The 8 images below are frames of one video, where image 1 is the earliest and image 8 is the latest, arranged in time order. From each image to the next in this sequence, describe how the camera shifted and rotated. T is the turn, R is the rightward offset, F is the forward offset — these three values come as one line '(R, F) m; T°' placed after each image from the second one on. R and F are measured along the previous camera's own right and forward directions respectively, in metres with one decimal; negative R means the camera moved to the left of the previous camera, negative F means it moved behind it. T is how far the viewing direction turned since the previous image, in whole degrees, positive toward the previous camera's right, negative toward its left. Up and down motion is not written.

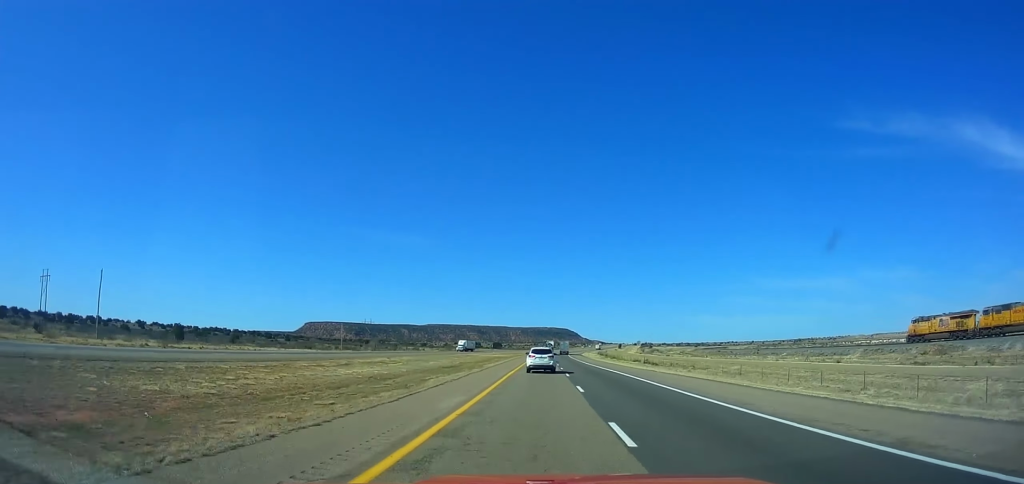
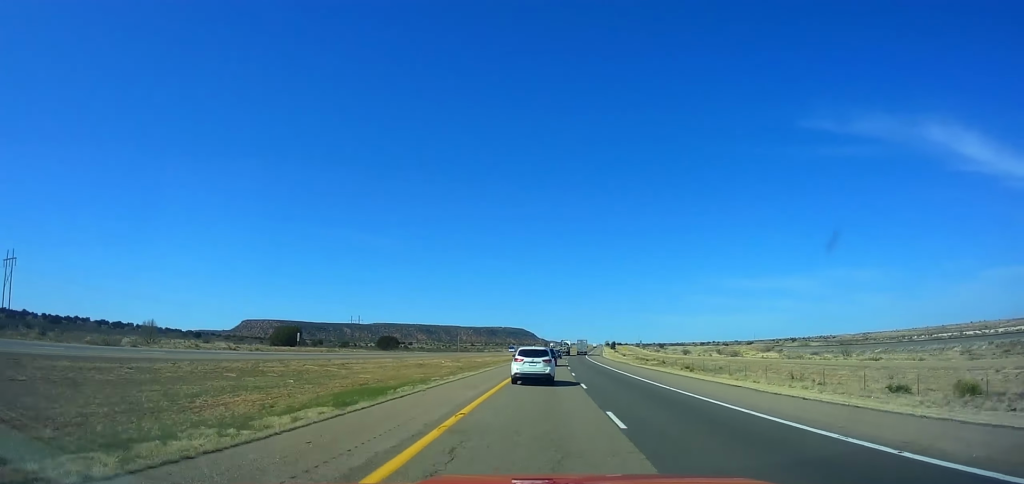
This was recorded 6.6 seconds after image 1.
(+4.3, +216.1) m; +4°
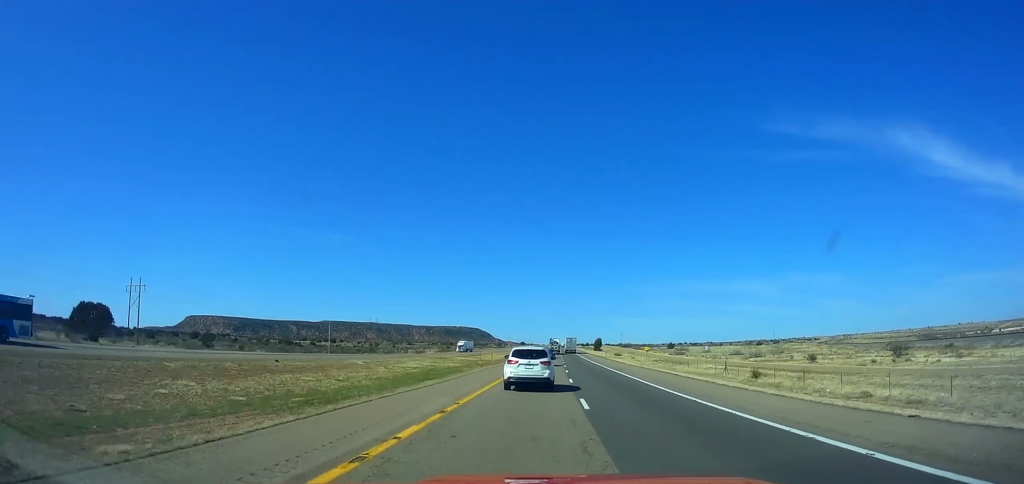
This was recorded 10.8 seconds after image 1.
(+5.5, +130.6) m; +4°
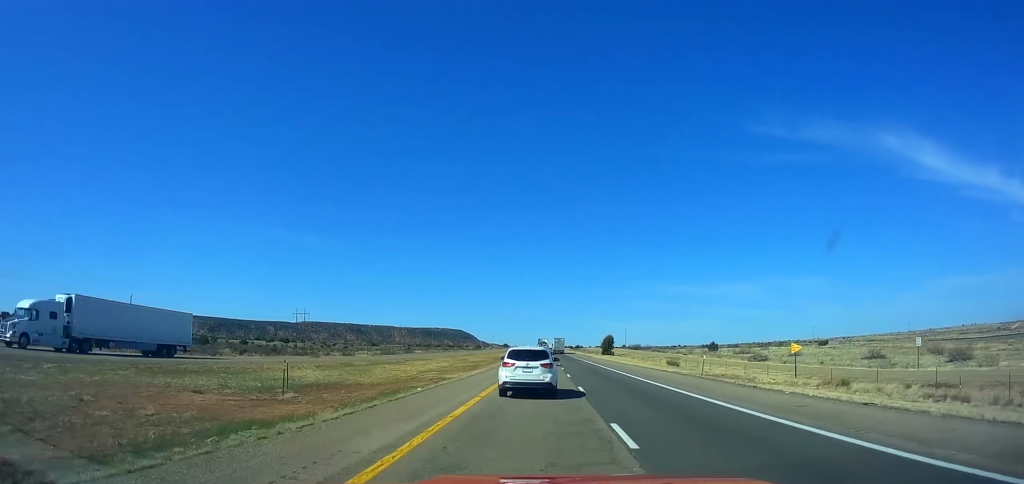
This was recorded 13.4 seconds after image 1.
(+0.8, +78.5) m; +1°
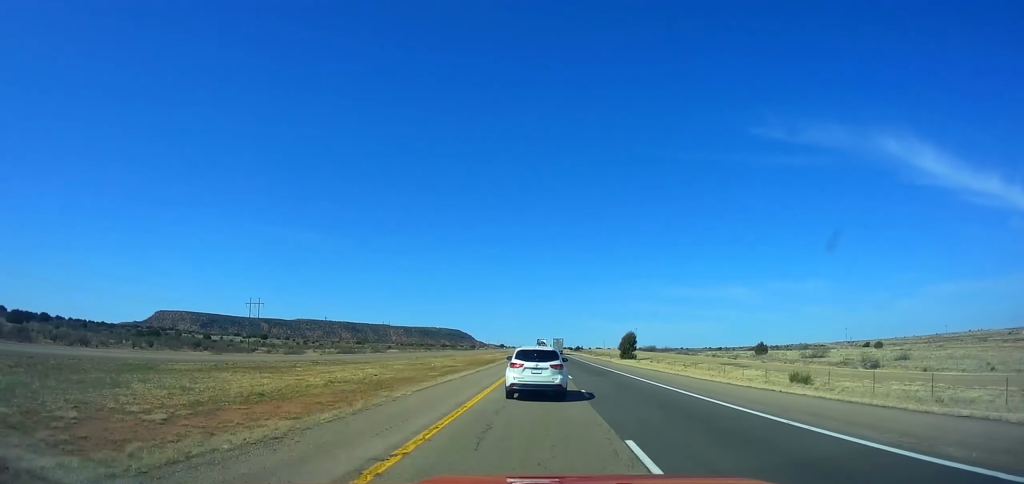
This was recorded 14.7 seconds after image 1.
(+0.3, +38.7) m; 0°
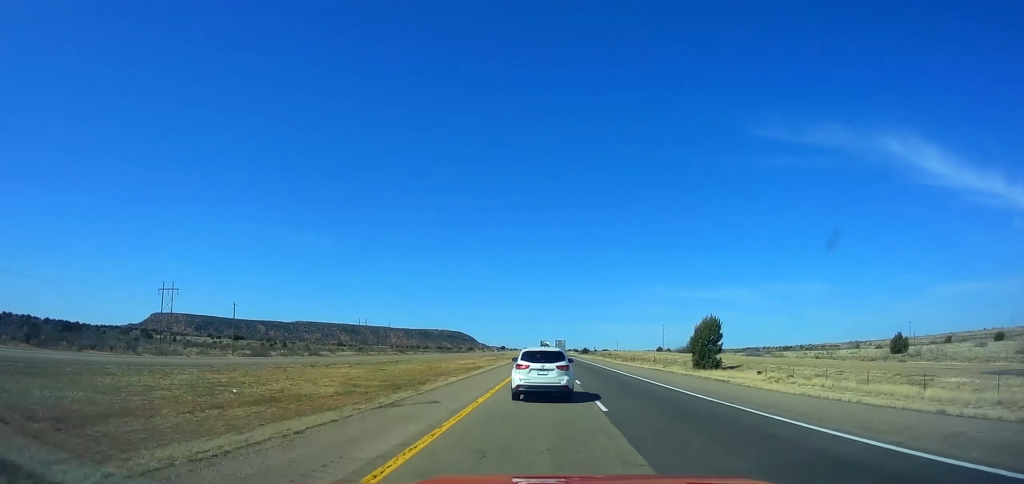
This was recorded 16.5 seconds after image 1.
(+0.8, +53.2) m; 0°
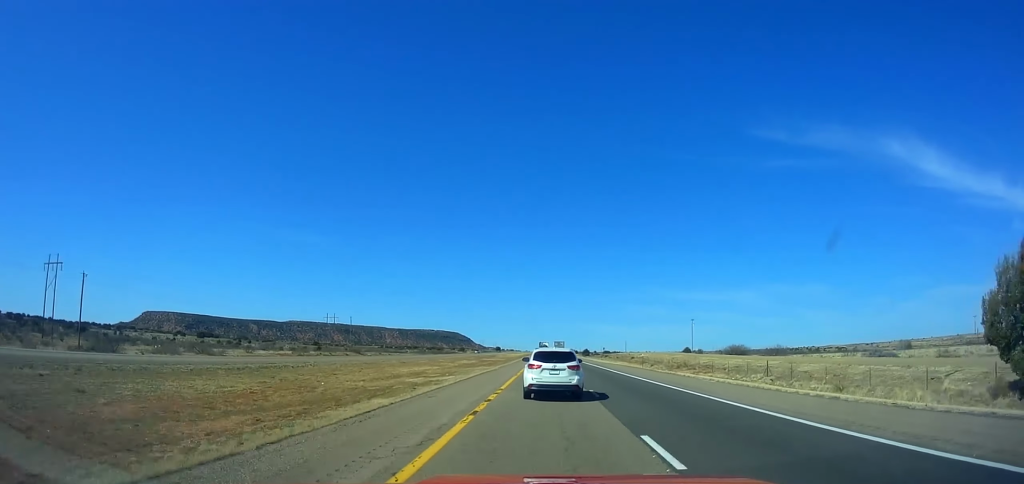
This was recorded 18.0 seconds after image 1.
(-0.2, +44.0) m; 0°
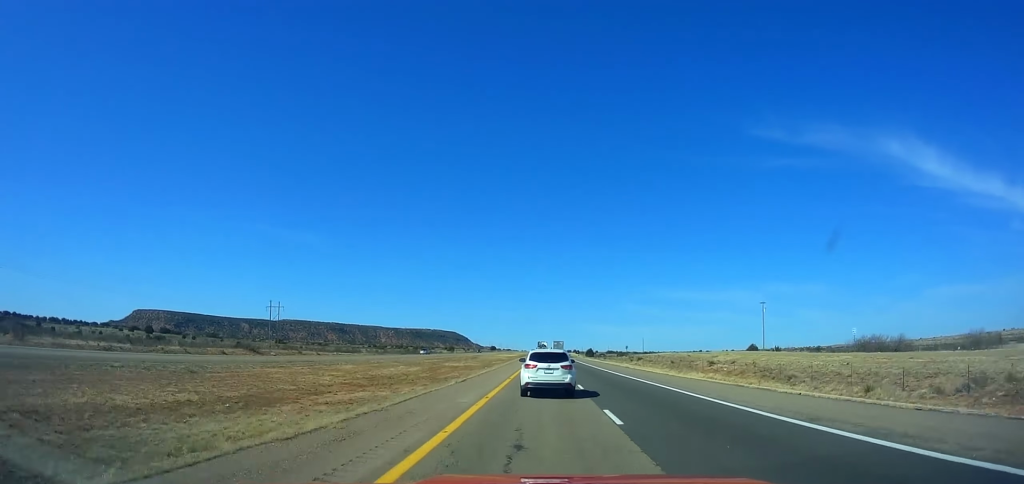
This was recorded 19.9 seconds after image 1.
(-0.4, +55.6) m; 0°
